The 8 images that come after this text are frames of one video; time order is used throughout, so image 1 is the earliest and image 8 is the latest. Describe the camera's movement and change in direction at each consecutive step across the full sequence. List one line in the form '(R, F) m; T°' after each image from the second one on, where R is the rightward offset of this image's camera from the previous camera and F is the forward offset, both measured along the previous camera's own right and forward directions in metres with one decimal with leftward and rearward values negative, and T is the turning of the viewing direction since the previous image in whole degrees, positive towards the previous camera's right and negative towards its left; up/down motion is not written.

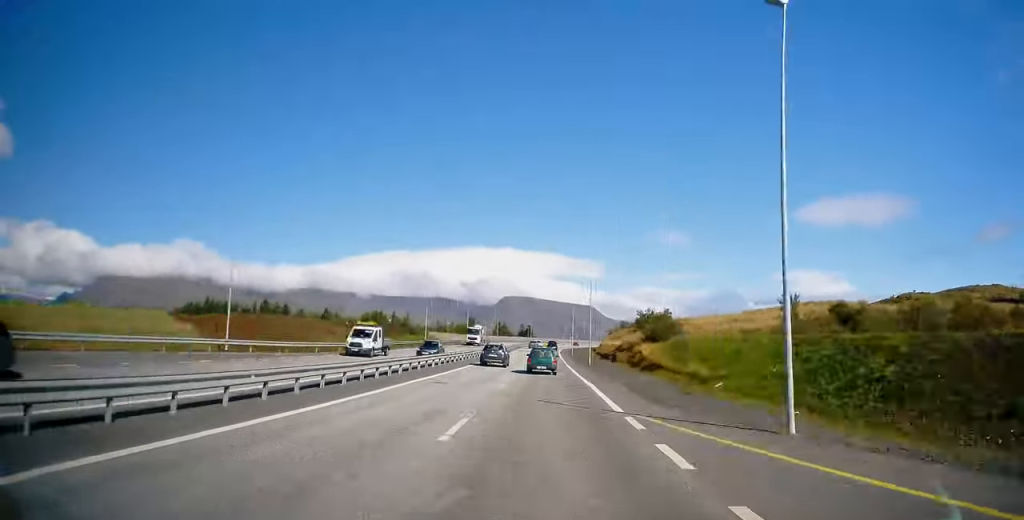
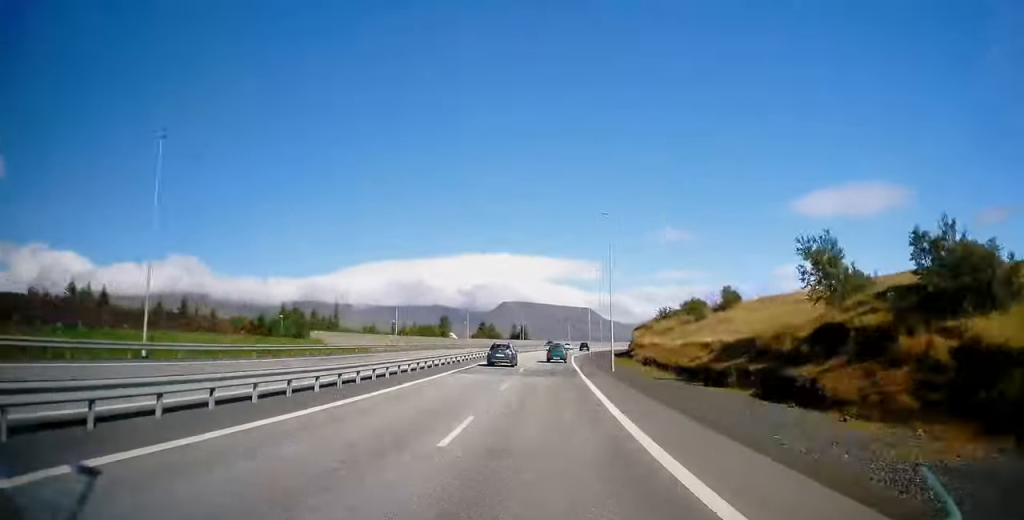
(-0.5, +62.3) m; +1°
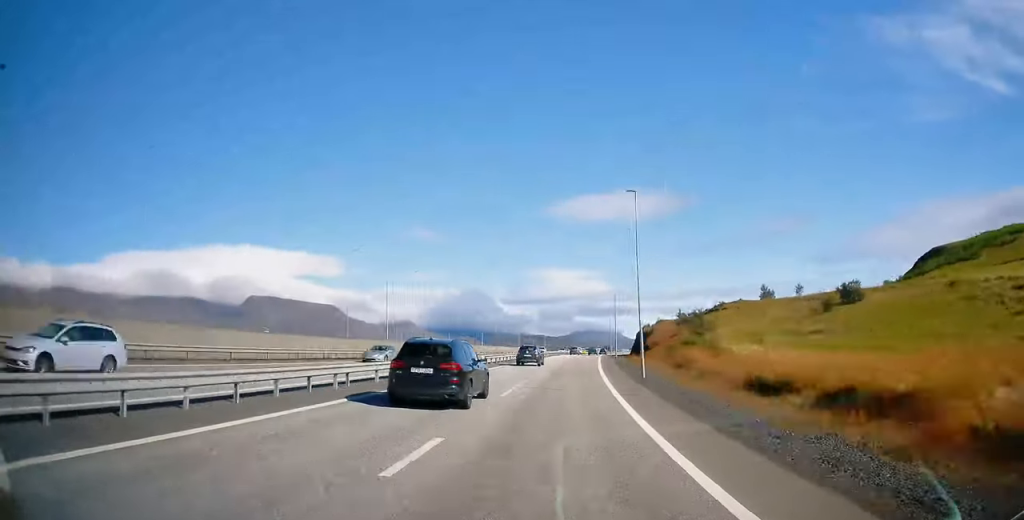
(+43.9, +228.1) m; +24°
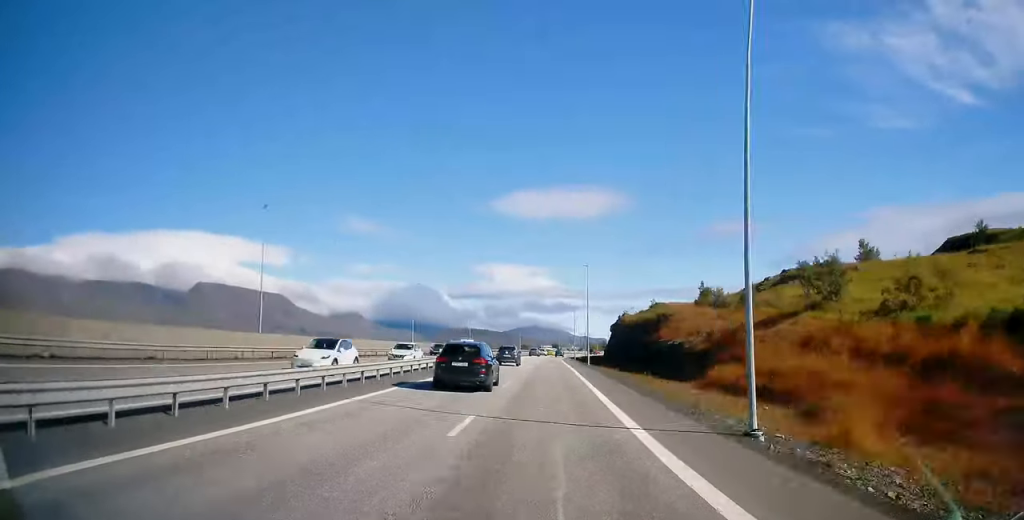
(+3.5, +67.9) m; +4°
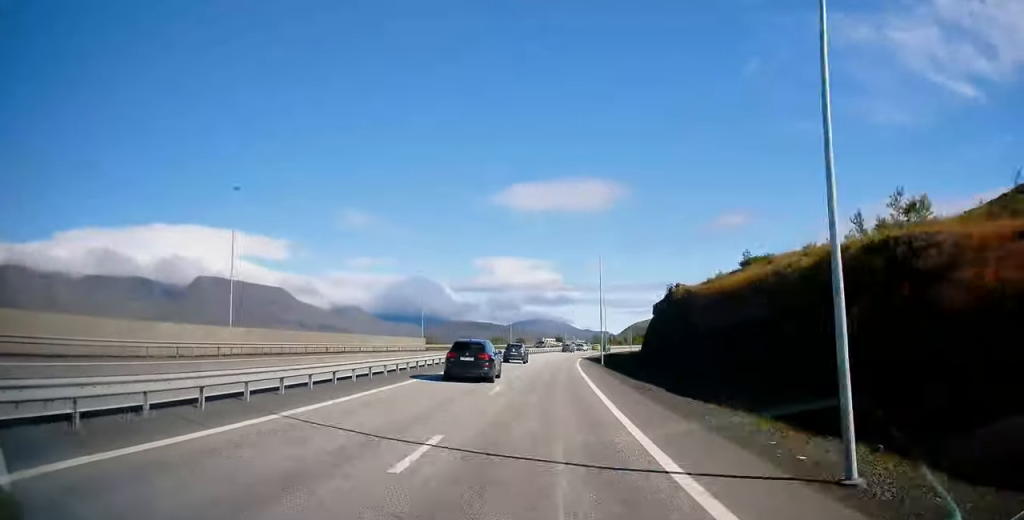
(+0.4, +50.5) m; +4°
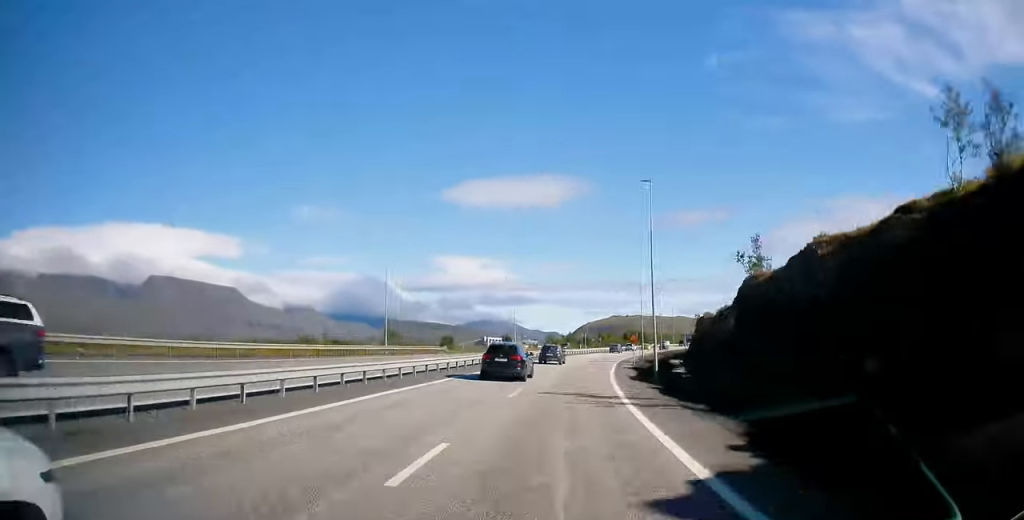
(+4.7, +71.6) m; +5°
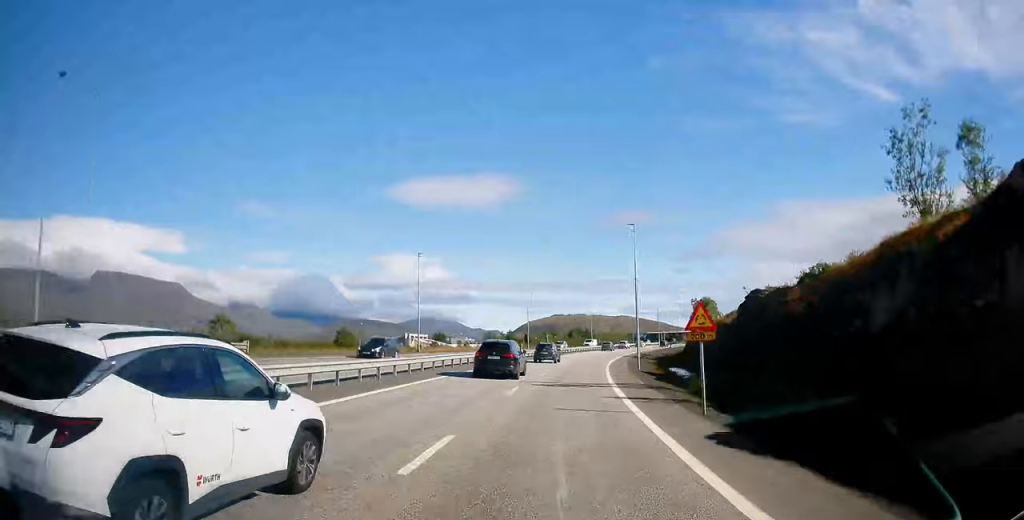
(+1.3, +34.7) m; +3°
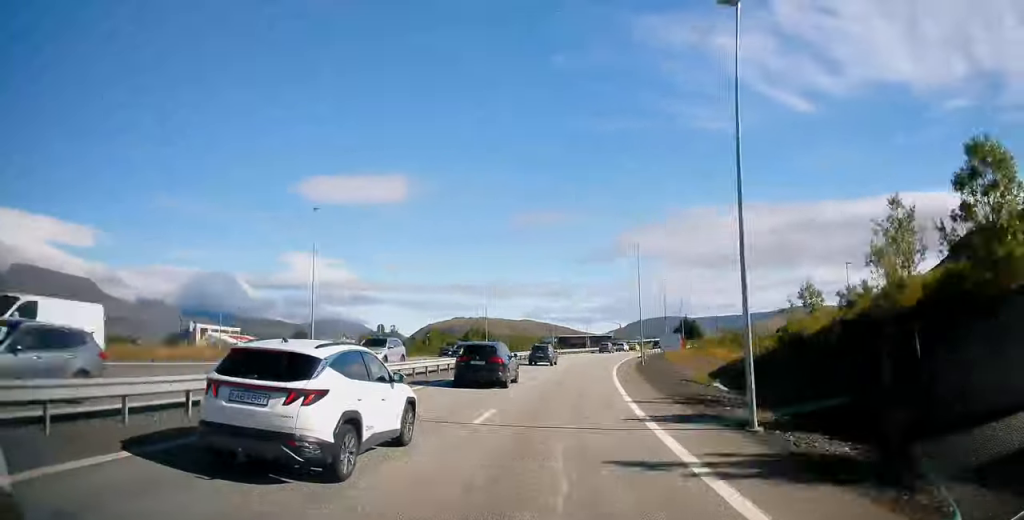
(-0.8, +62.0) m; +8°
